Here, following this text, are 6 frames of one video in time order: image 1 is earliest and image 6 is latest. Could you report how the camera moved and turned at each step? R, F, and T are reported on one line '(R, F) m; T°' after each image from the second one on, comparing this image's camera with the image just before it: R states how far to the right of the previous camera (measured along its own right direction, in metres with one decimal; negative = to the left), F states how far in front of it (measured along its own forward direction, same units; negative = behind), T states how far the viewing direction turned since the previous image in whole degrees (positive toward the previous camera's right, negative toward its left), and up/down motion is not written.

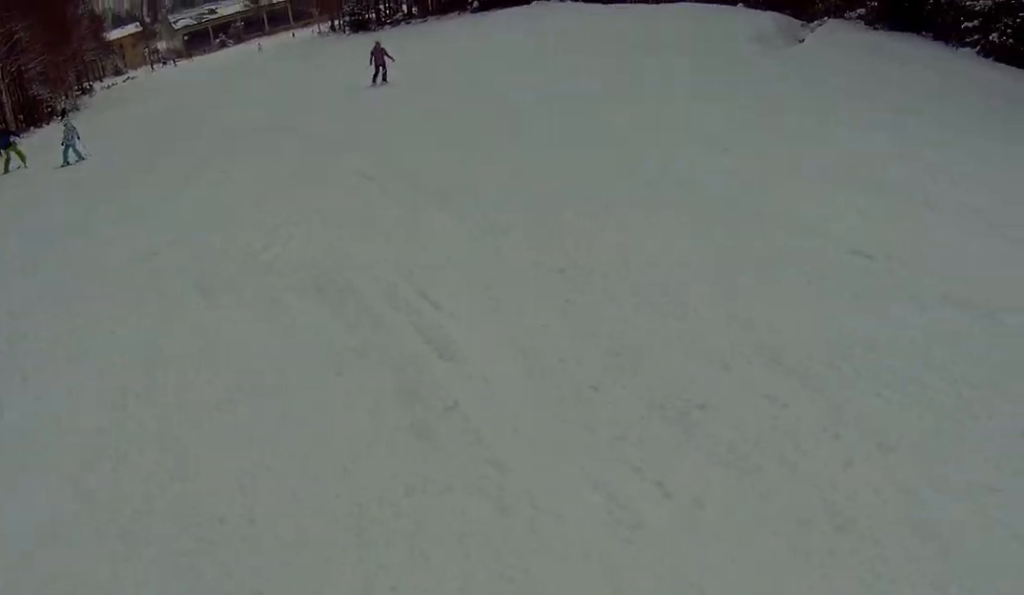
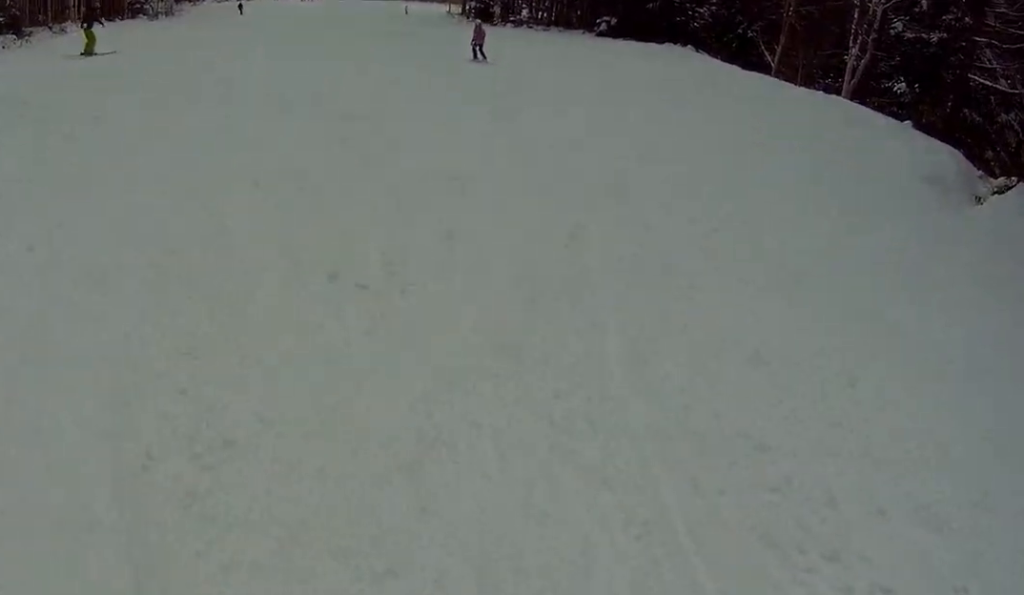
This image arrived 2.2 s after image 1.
(-1.3, +5.0) m; -11°
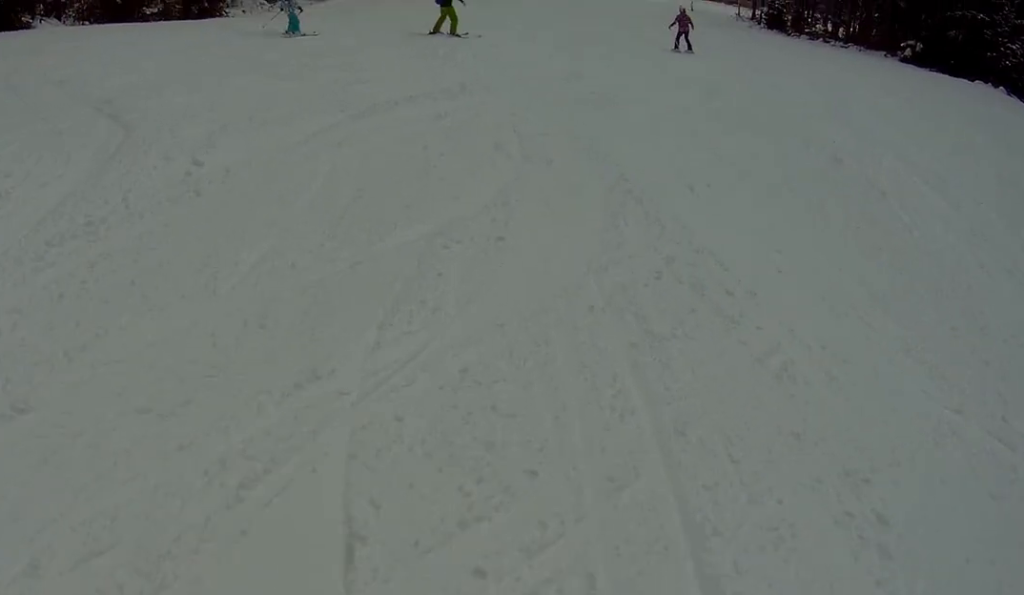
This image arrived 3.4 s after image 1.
(-0.5, +2.6) m; -21°
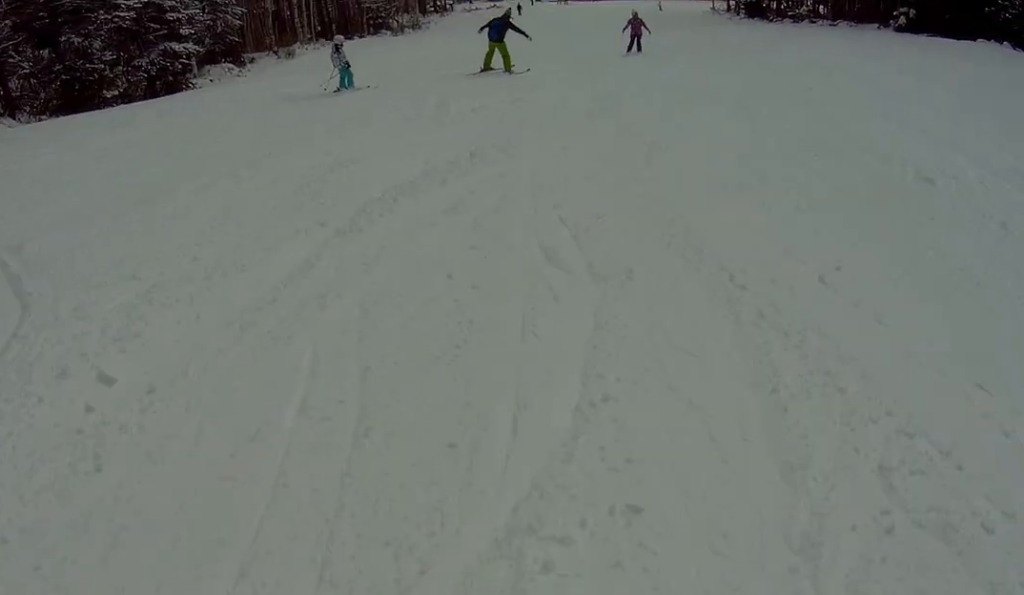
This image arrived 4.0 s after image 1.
(-0.7, +1.5) m; 0°
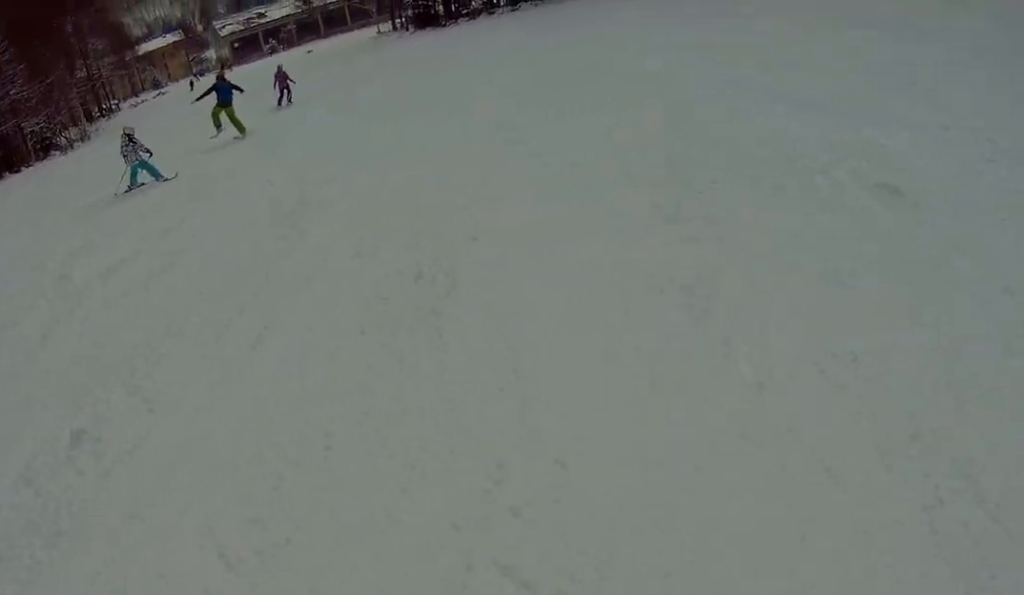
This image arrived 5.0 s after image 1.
(+1.9, +3.6) m; +51°
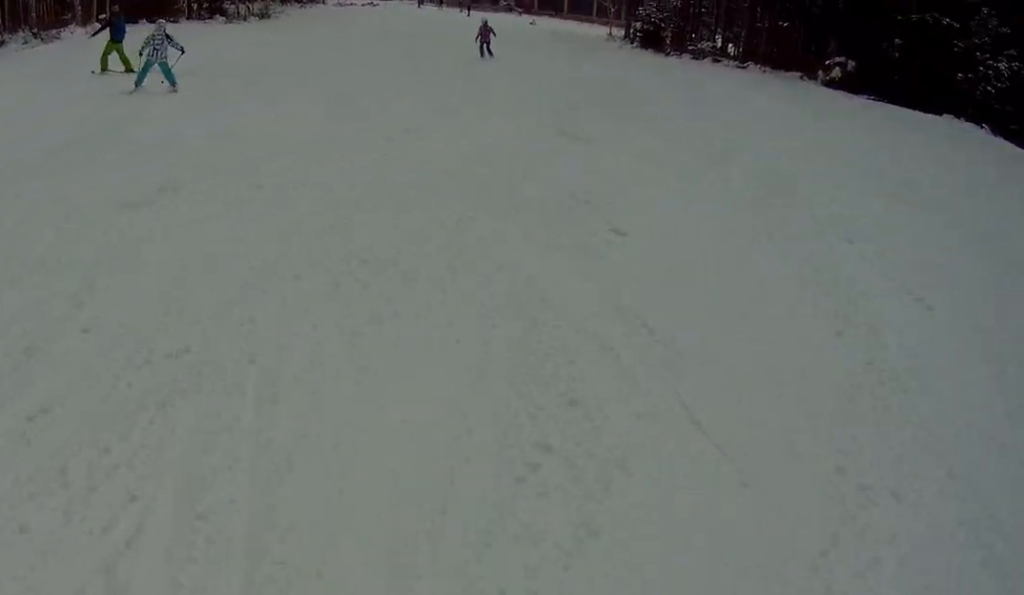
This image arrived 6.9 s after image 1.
(+4.9, +7.7) m; +42°
